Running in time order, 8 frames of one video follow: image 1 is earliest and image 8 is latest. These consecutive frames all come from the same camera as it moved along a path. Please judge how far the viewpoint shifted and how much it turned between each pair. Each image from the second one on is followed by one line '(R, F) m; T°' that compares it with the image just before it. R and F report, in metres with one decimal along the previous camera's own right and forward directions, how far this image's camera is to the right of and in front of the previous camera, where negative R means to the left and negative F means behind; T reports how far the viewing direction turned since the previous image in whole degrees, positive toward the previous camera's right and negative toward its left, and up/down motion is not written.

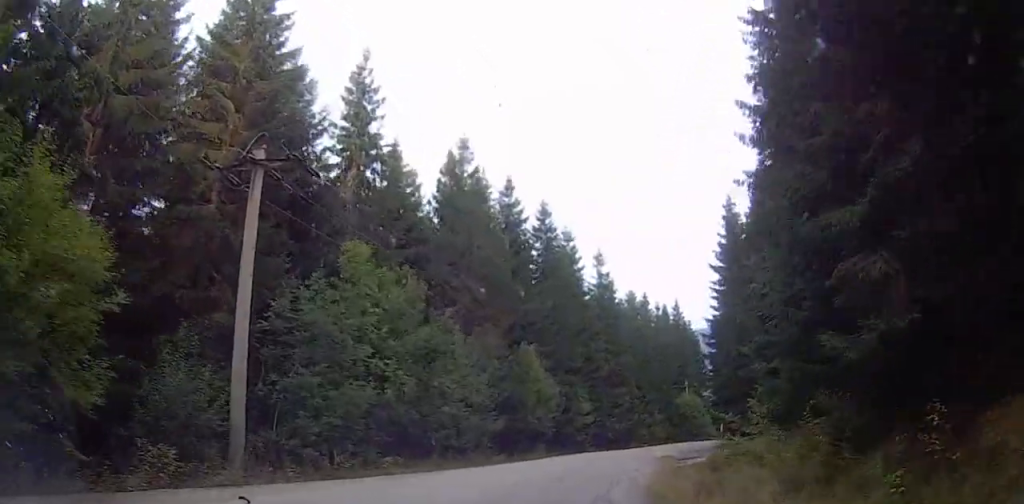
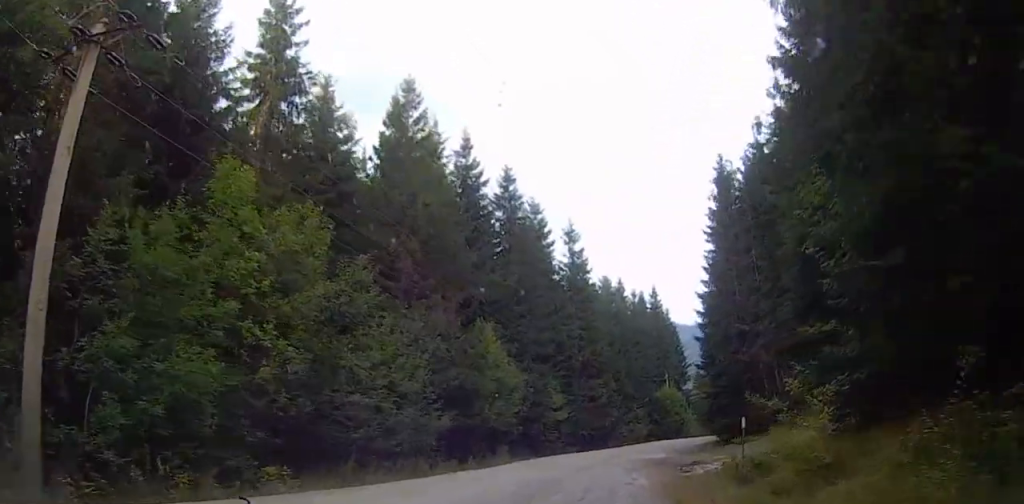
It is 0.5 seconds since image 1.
(+0.7, +6.7) m; +3°
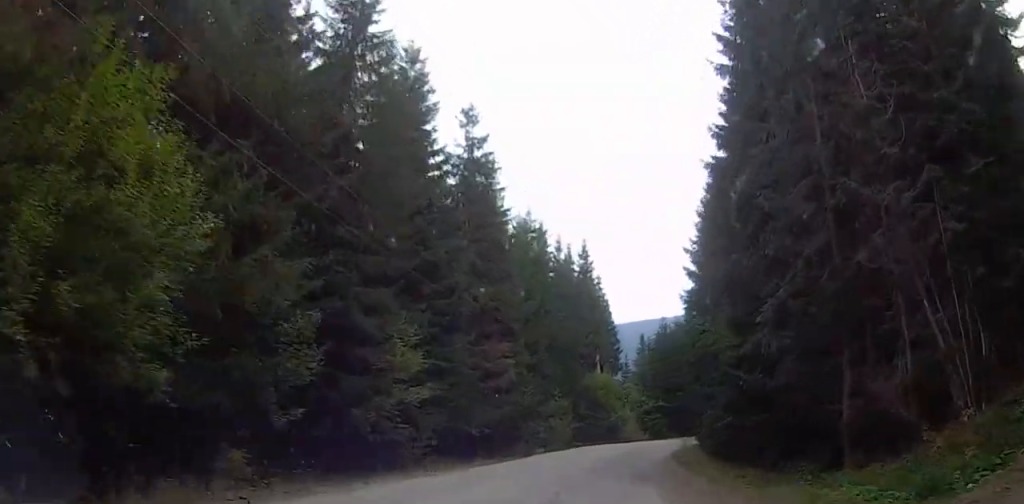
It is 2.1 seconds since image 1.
(+1.1, +22.2) m; +4°
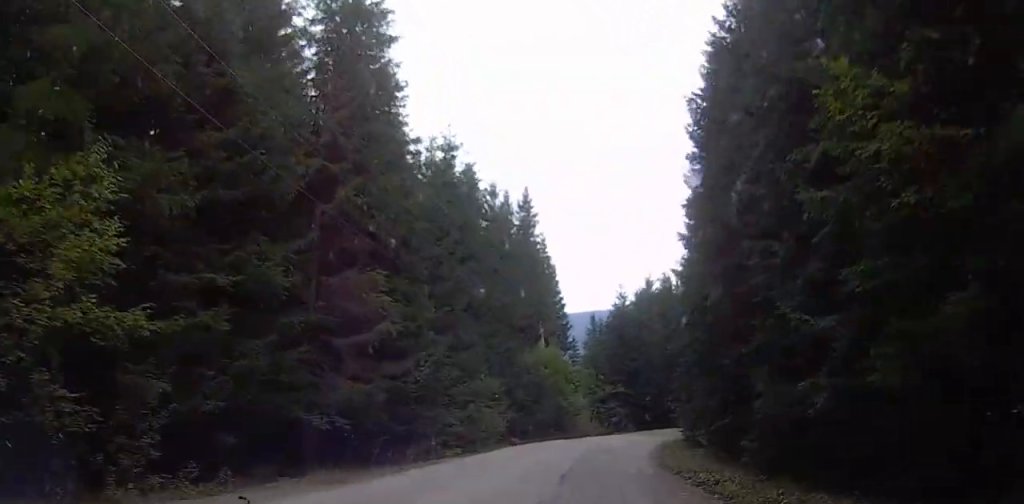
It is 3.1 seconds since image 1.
(+0.3, +14.1) m; +6°
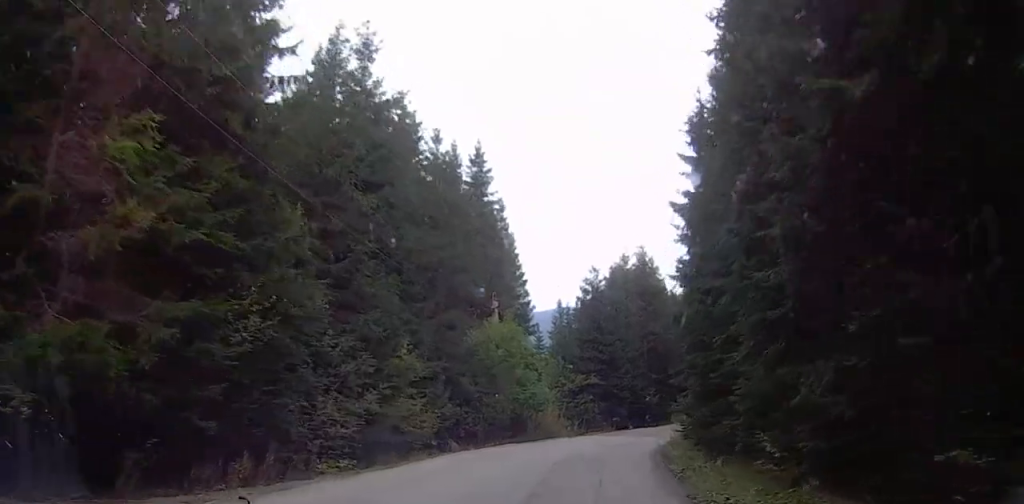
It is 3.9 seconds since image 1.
(+1.0, +10.9) m; +5°
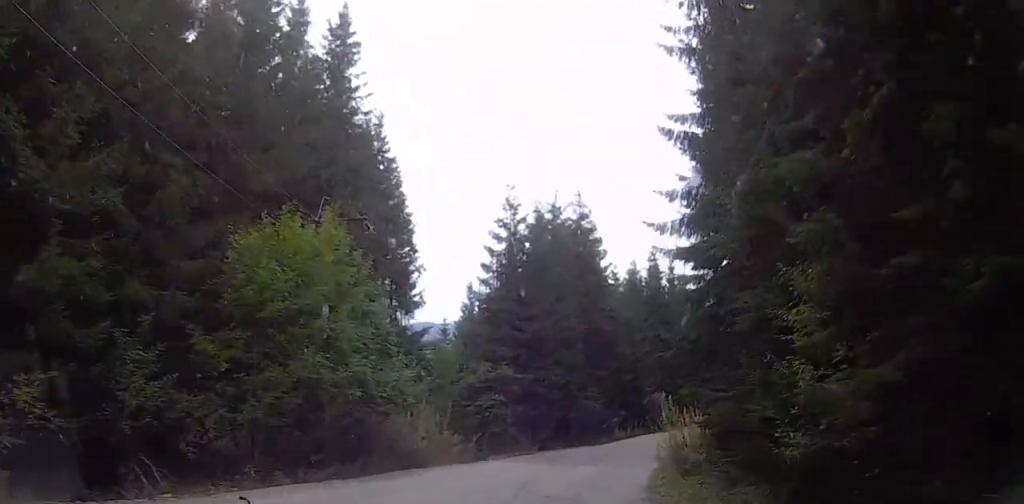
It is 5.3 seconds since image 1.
(+0.2, +20.1) m; +2°
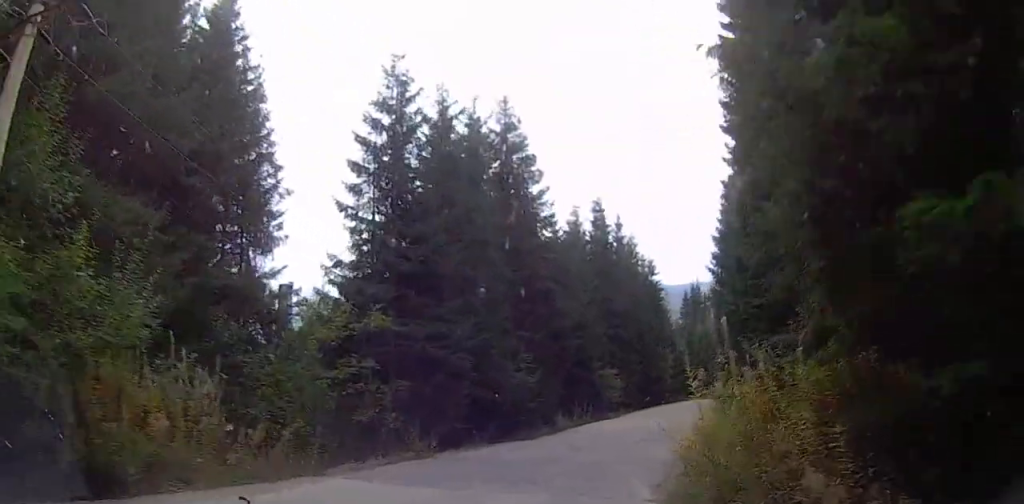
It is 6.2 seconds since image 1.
(+0.3, +13.9) m; +4°
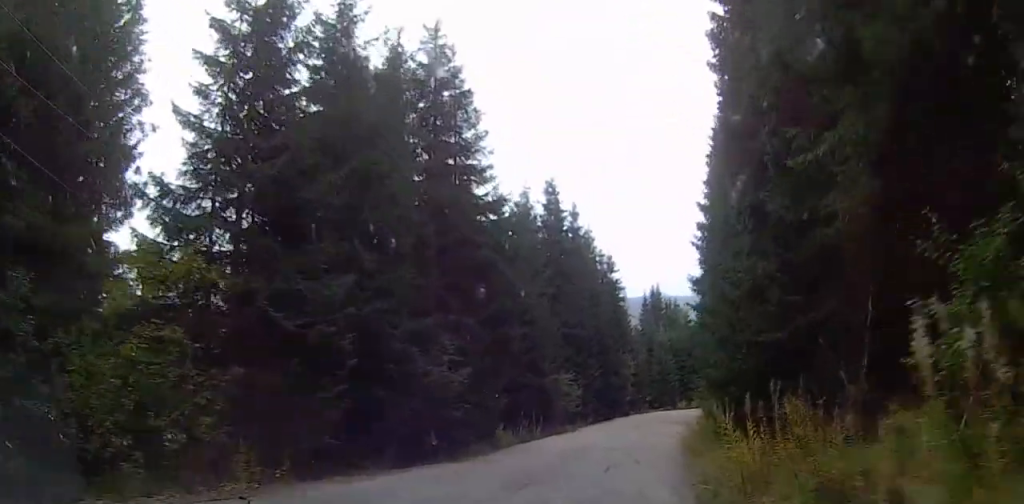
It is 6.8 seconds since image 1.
(+0.4, +8.7) m; +3°
